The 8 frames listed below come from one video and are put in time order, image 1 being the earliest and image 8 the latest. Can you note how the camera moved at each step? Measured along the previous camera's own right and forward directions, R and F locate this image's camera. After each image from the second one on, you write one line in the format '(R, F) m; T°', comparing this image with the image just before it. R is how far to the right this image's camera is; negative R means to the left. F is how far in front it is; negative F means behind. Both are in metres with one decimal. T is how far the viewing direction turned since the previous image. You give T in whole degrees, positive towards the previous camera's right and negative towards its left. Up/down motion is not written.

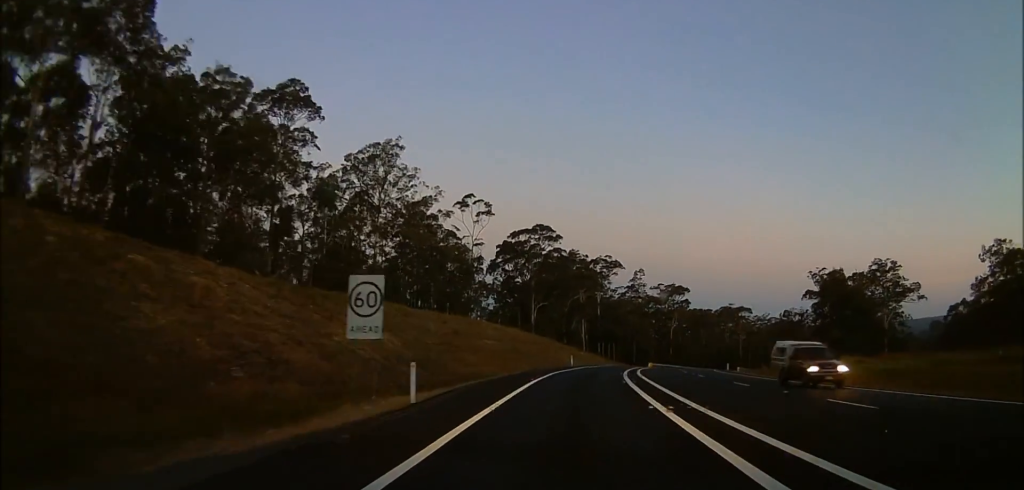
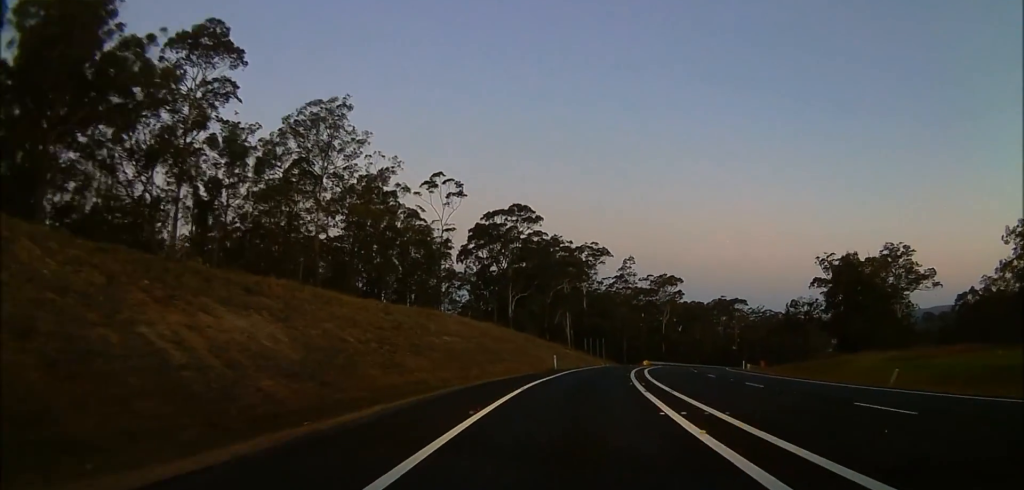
(0.0, +14.4) m; +2°
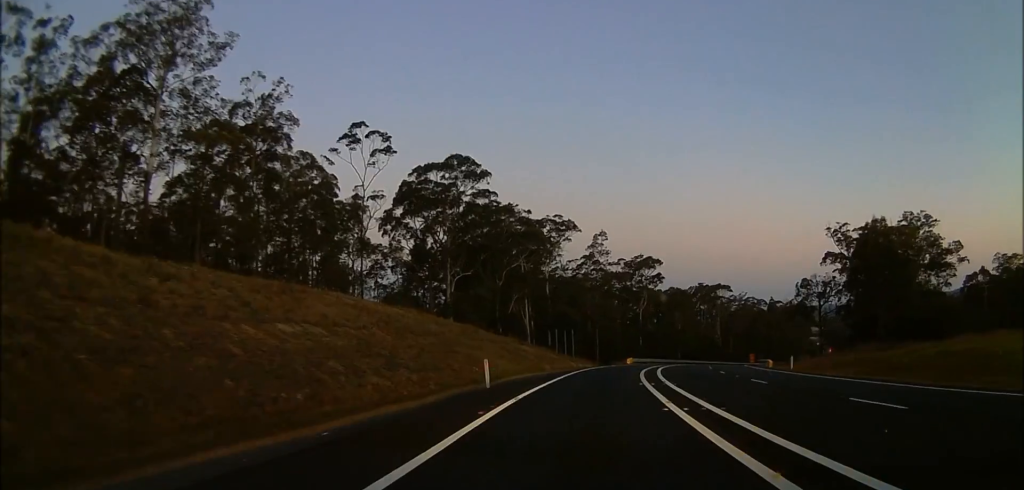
(+1.1, +24.6) m; +4°
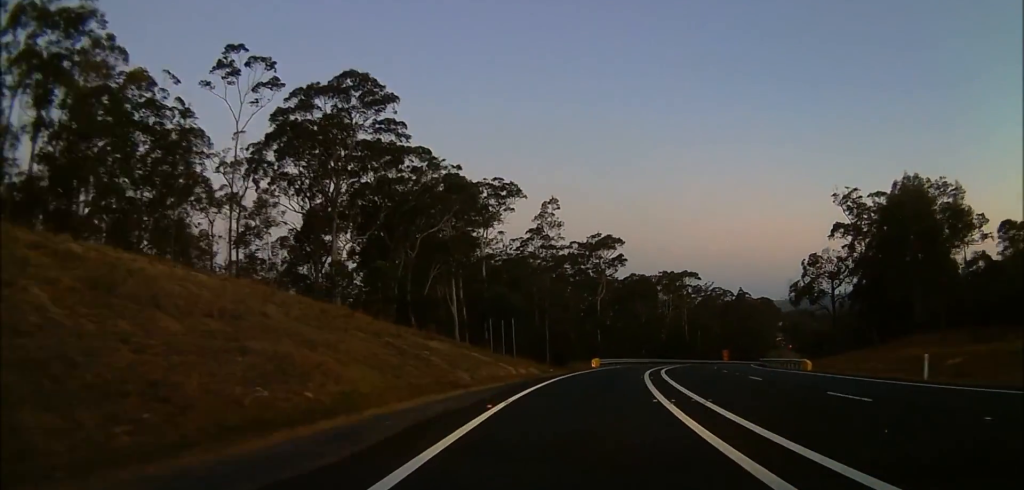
(+0.7, +23.2) m; +4°
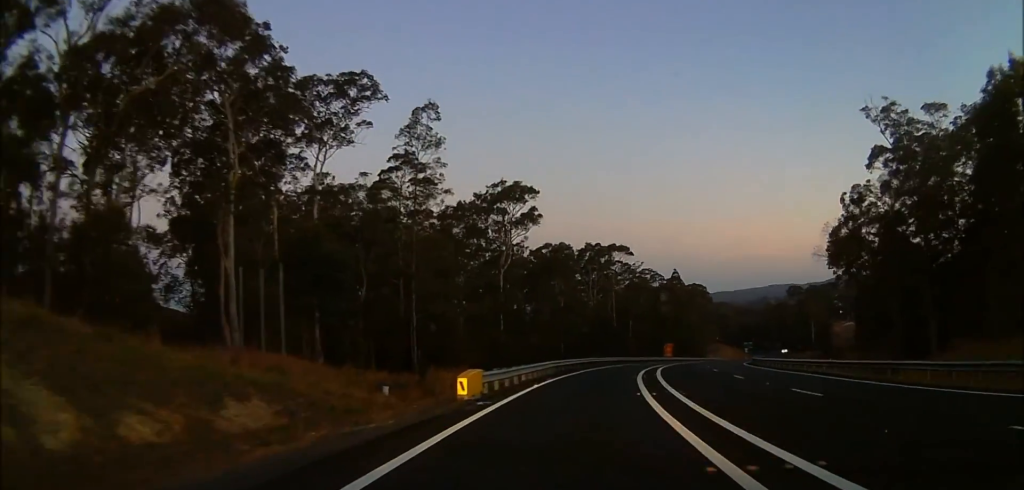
(+3.3, +33.6) m; +11°
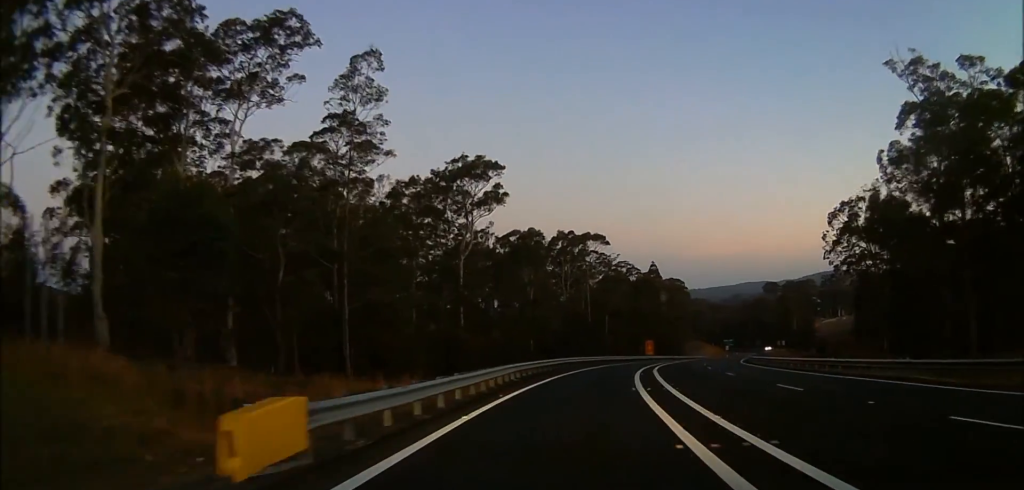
(+0.1, +10.5) m; +1°
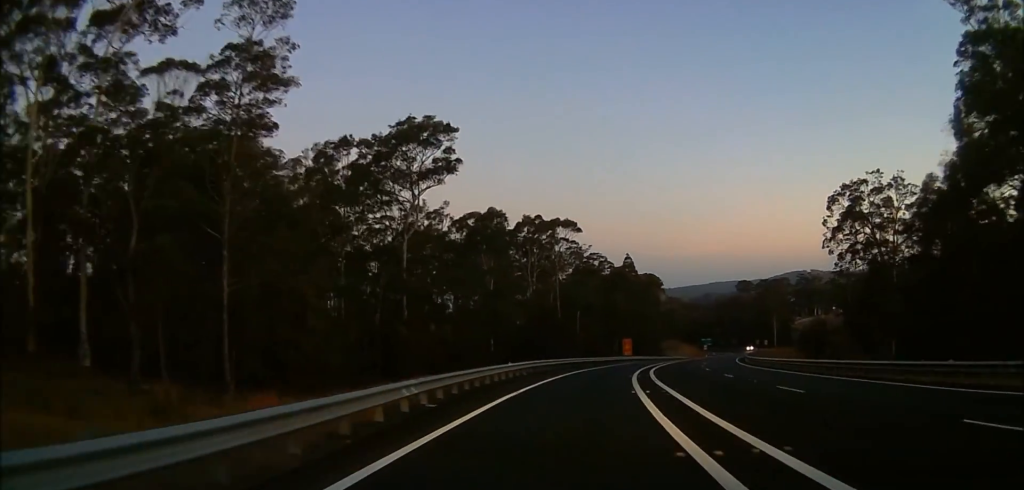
(0.0, +12.5) m; 0°
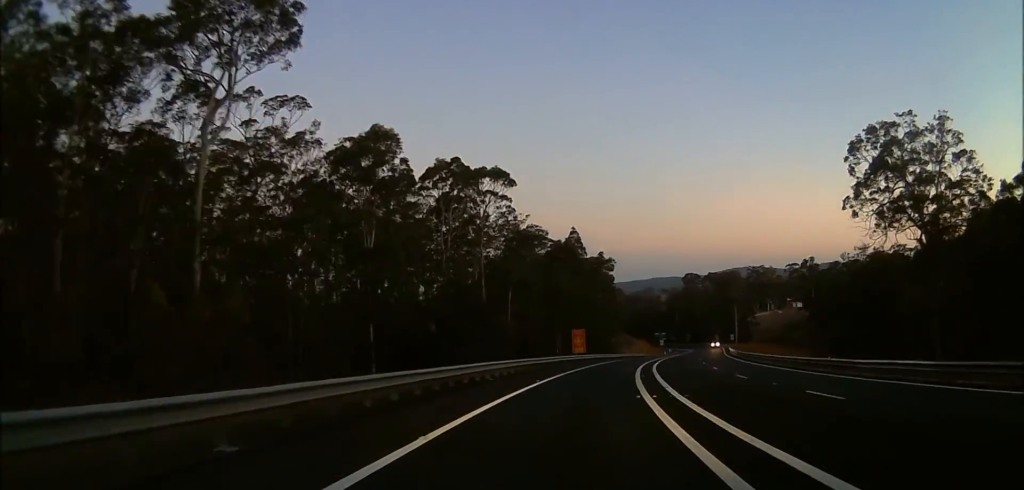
(+0.8, +27.3) m; +5°
